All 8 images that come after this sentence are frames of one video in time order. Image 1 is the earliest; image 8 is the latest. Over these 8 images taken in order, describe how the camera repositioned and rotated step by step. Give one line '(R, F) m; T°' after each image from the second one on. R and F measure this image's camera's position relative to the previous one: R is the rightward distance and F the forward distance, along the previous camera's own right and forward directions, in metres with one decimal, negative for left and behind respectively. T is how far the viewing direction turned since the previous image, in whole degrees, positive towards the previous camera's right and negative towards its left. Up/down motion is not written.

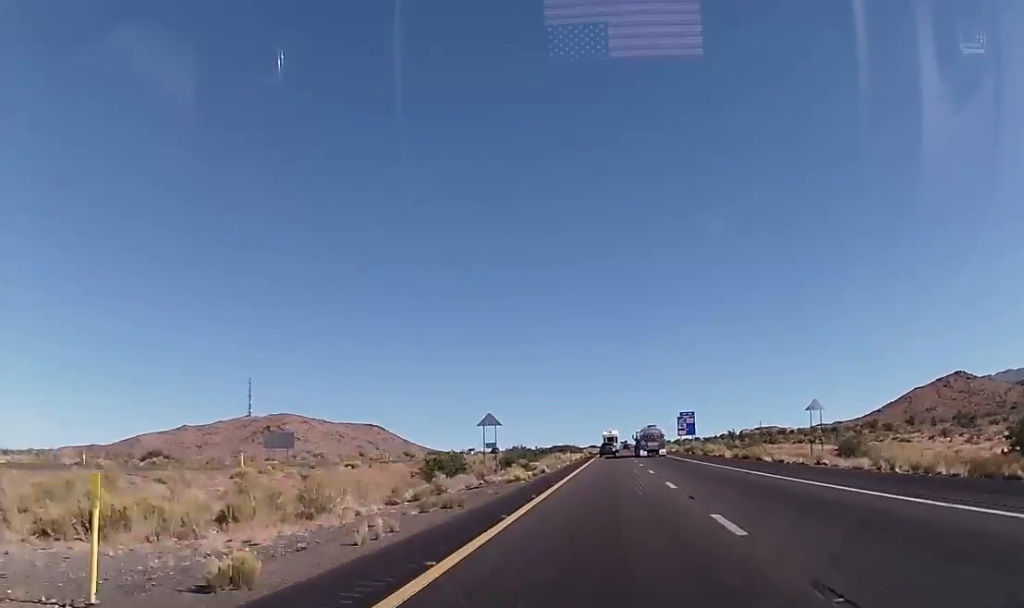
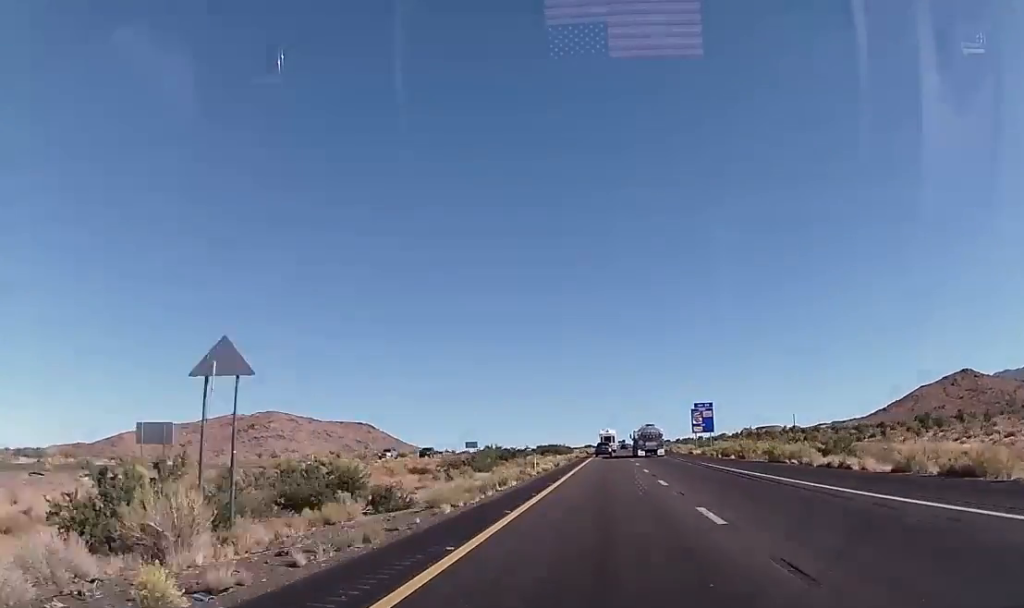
(+0.1, +34.6) m; 0°
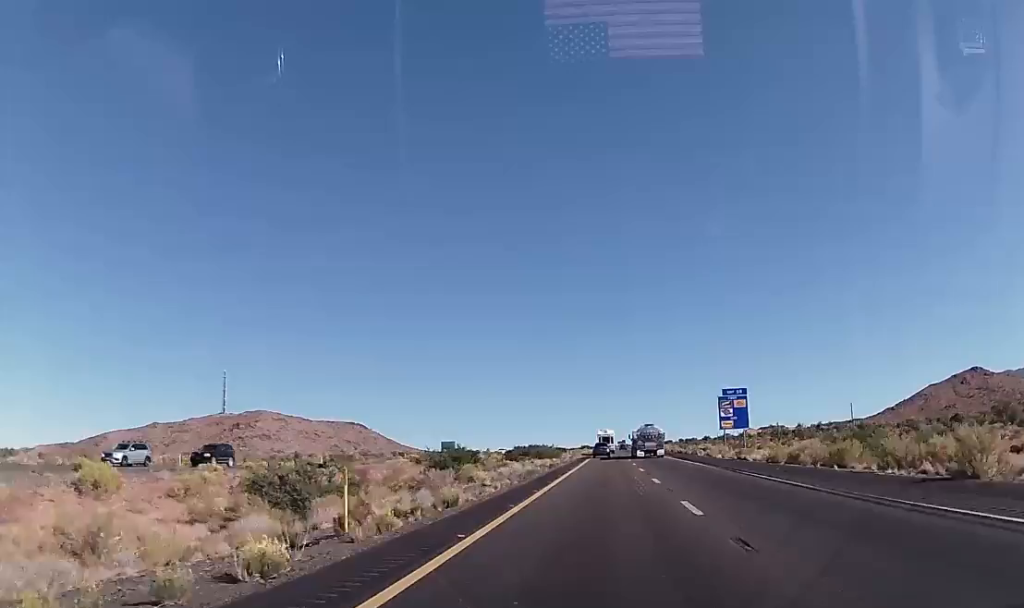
(+0.1, +34.5) m; 0°
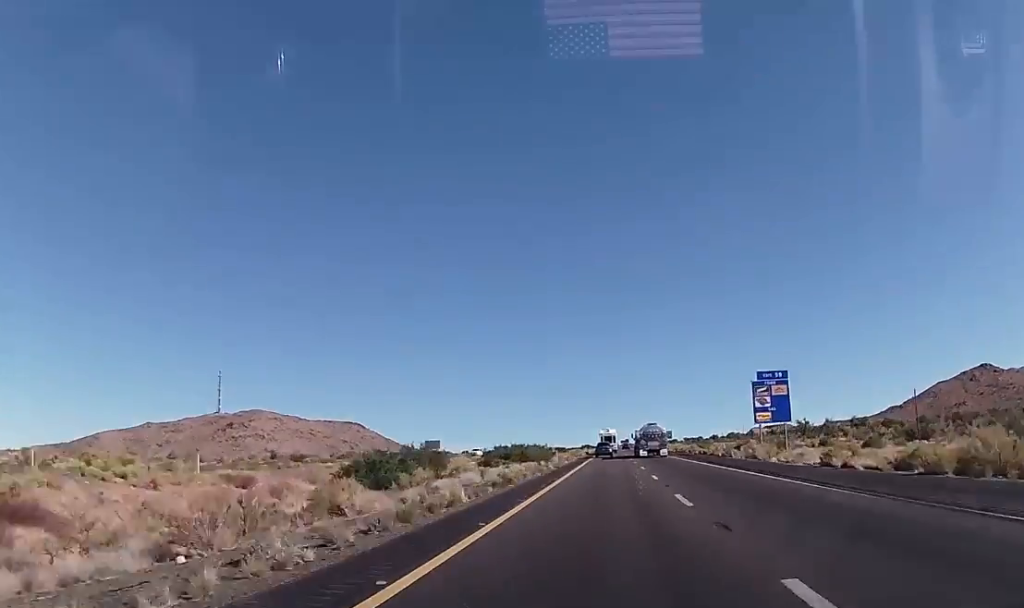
(0.0, +22.2) m; 0°
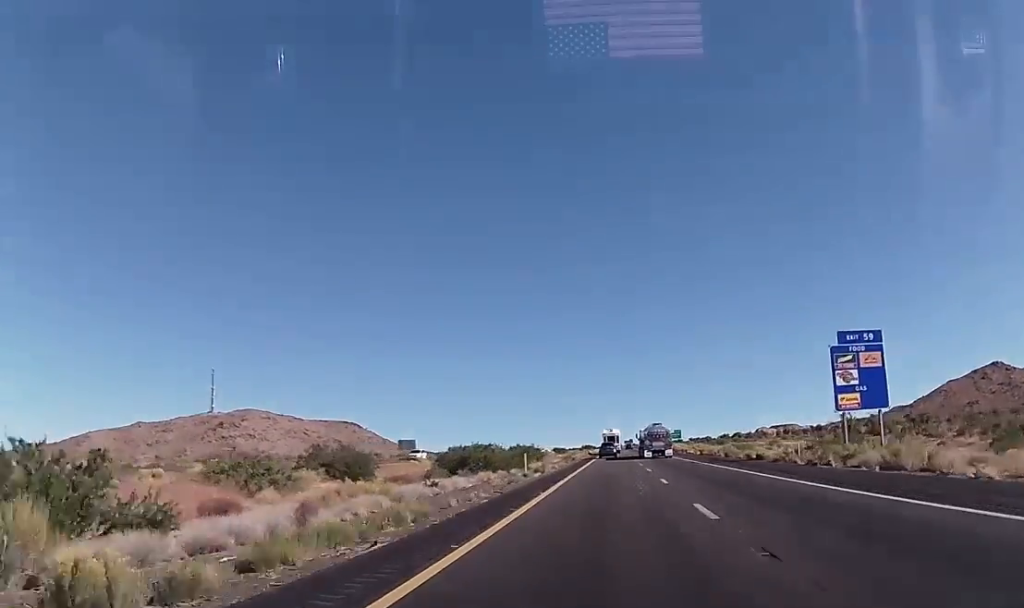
(0.0, +27.1) m; 0°
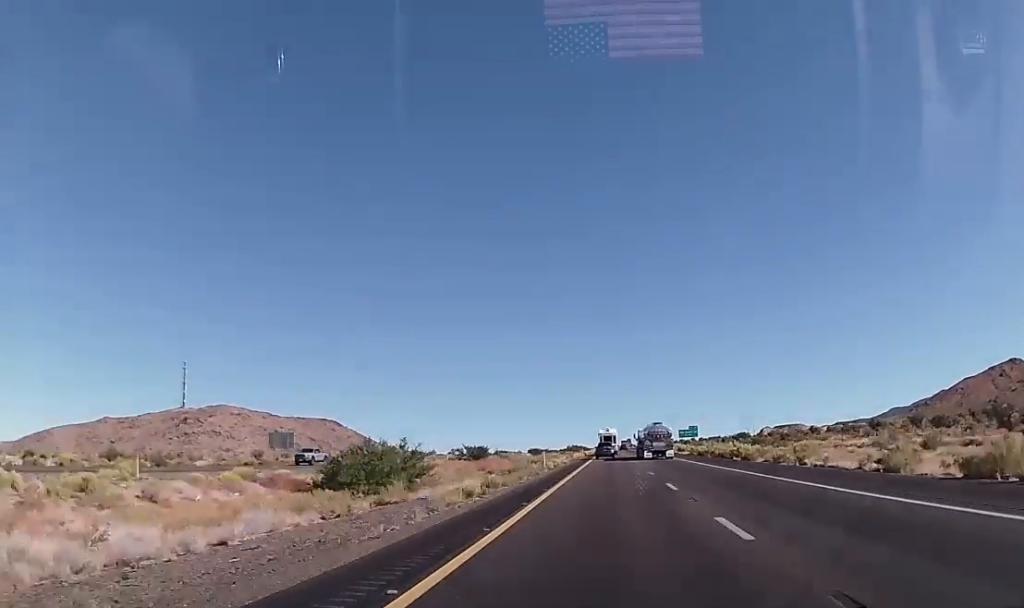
(-0.1, +64.0) m; 0°
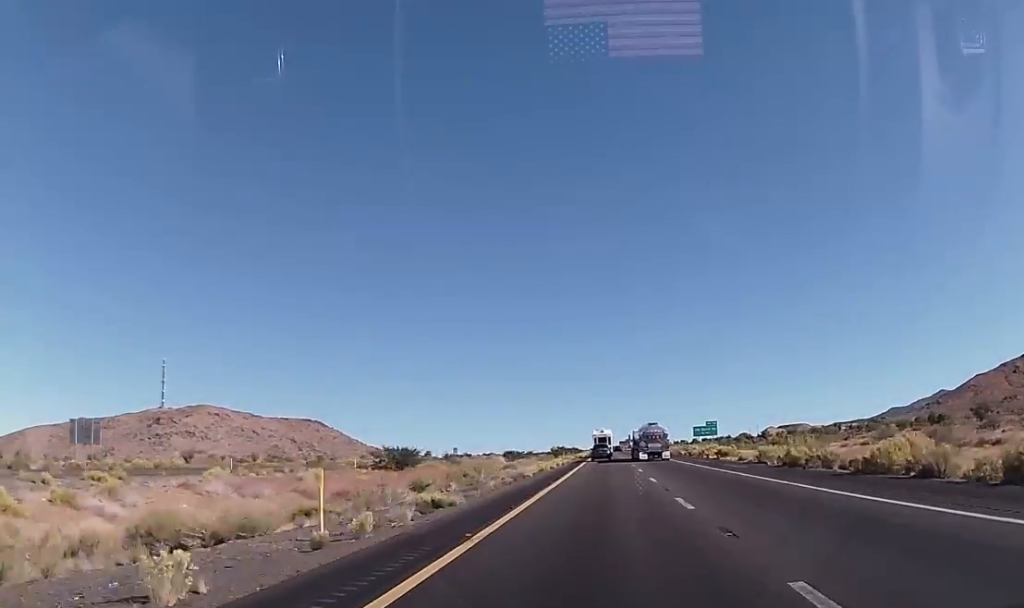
(+0.2, +42.9) m; 0°
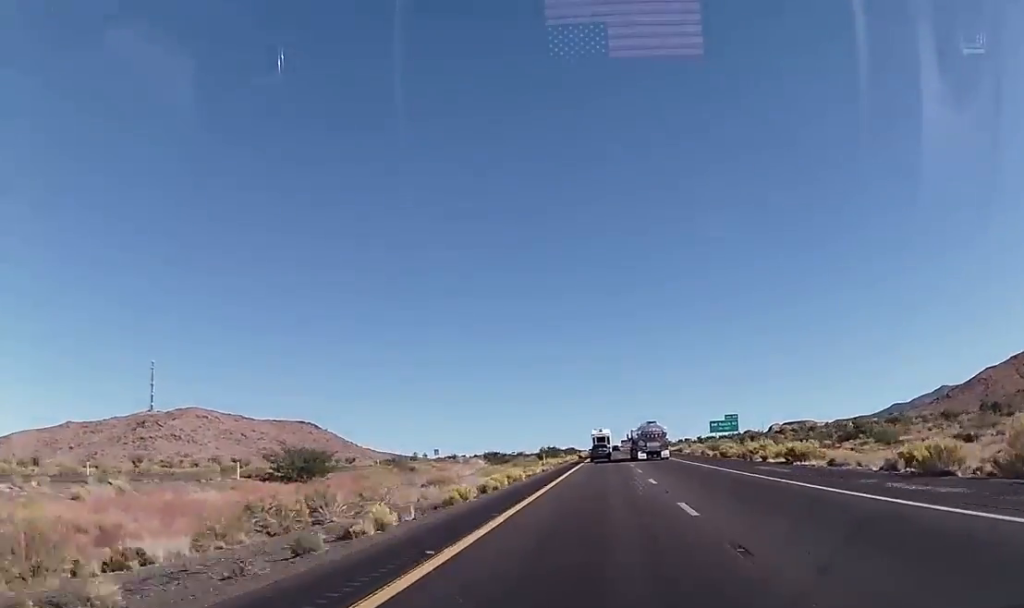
(0.0, +25.8) m; 0°
